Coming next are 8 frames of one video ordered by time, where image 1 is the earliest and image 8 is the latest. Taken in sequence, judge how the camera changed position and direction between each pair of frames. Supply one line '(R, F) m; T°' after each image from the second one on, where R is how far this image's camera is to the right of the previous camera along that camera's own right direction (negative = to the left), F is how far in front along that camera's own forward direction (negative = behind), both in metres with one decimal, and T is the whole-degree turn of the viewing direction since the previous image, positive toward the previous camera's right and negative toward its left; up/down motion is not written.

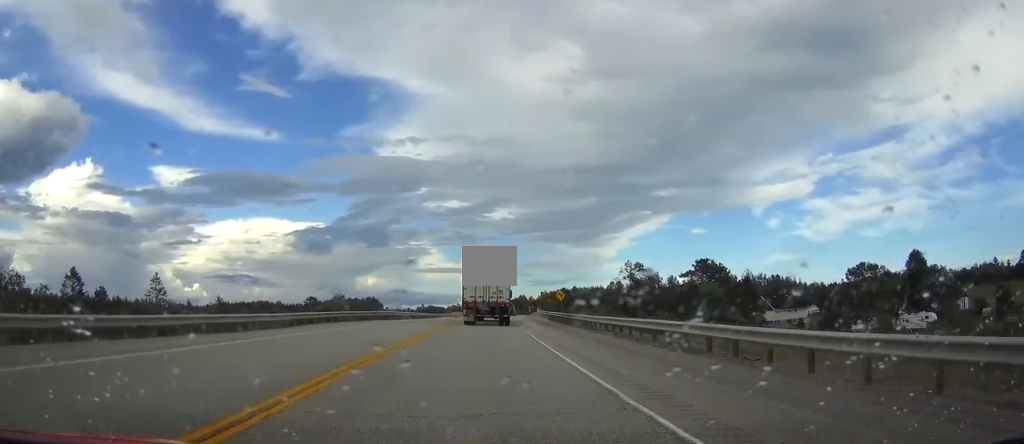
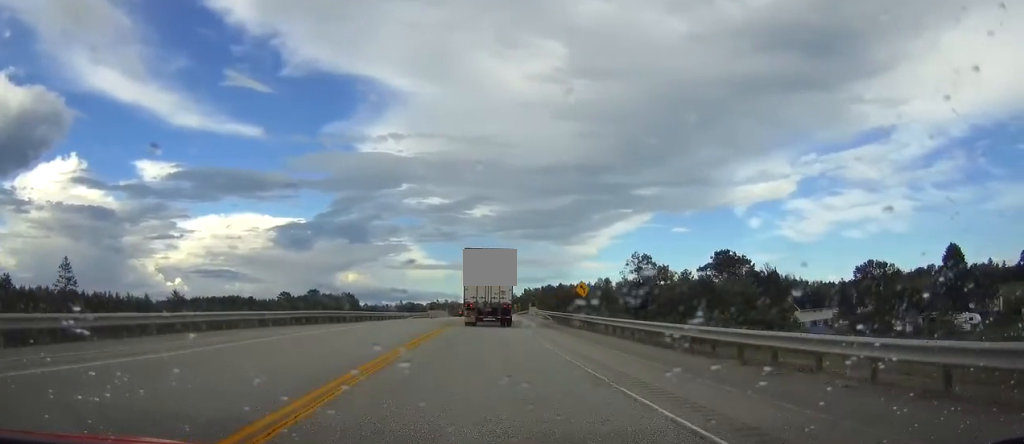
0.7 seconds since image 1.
(+0.2, +19.1) m; +2°
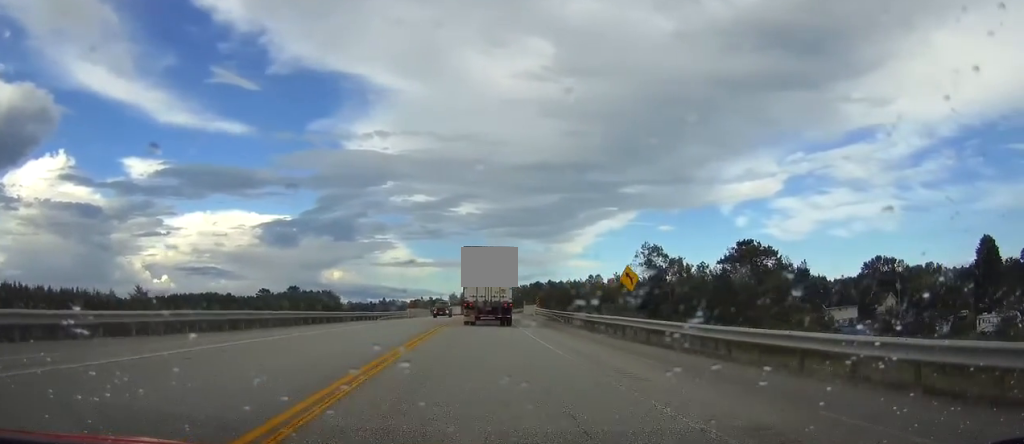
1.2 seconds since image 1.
(+0.2, +14.4) m; +1°
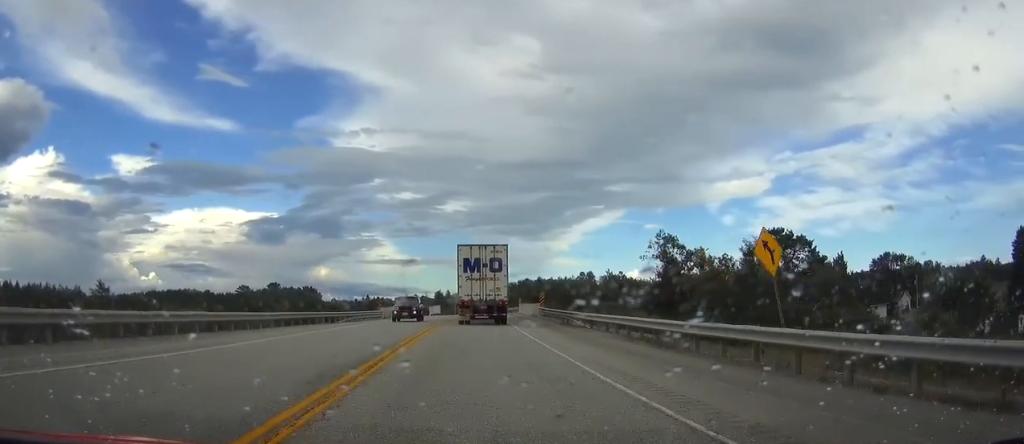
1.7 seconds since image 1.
(0.0, +13.4) m; +1°
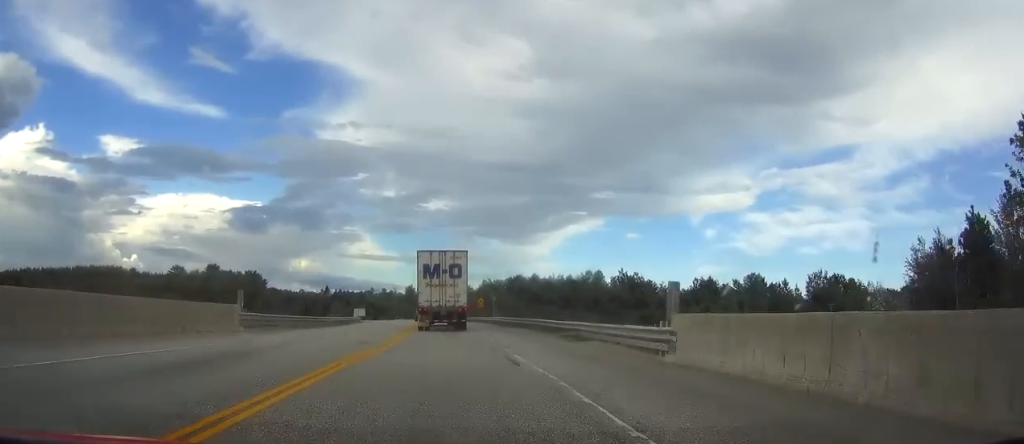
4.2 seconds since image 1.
(+1.3, +65.4) m; +1°
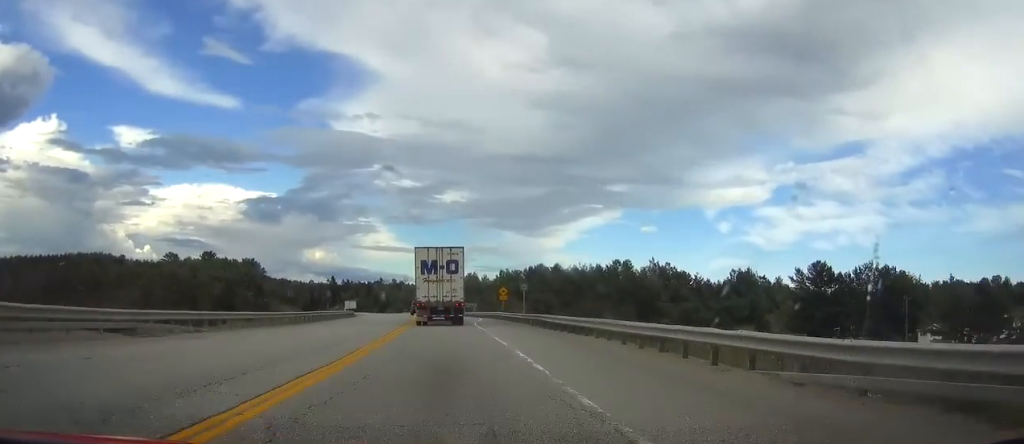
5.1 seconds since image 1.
(-0.2, +22.9) m; -1°
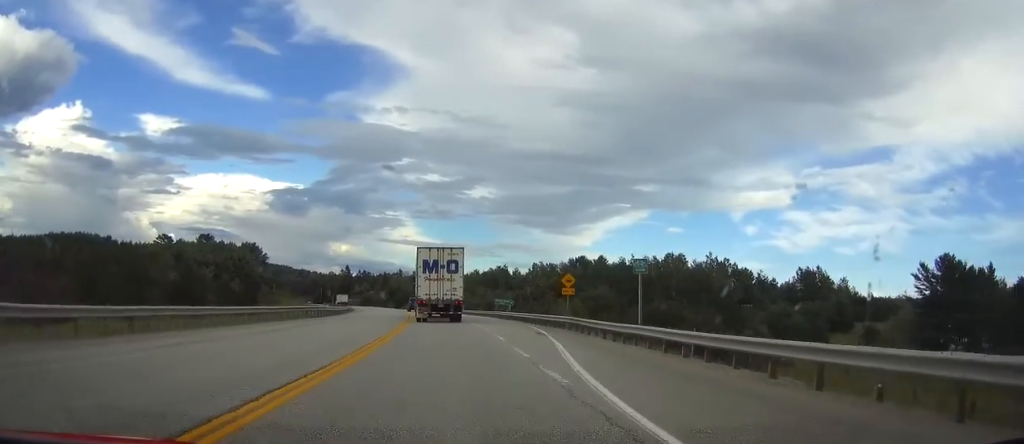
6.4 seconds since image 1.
(-0.5, +31.7) m; -2°
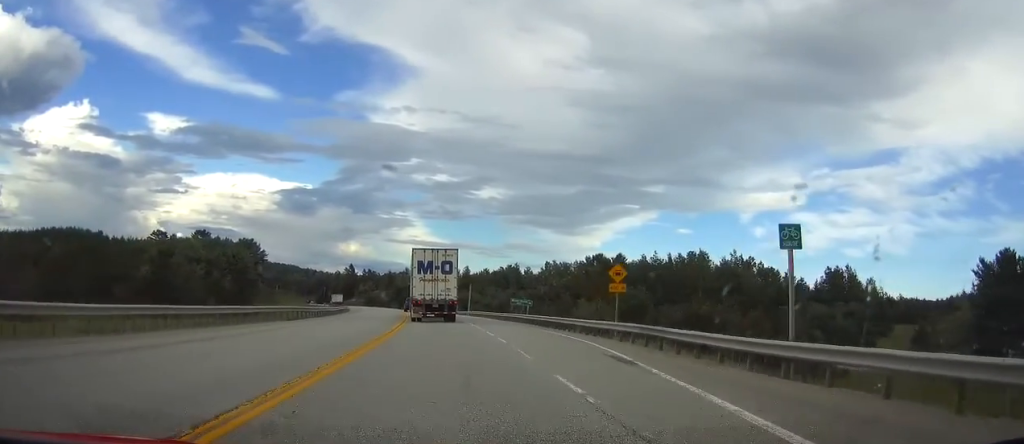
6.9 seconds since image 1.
(0.0, +12.5) m; -1°
